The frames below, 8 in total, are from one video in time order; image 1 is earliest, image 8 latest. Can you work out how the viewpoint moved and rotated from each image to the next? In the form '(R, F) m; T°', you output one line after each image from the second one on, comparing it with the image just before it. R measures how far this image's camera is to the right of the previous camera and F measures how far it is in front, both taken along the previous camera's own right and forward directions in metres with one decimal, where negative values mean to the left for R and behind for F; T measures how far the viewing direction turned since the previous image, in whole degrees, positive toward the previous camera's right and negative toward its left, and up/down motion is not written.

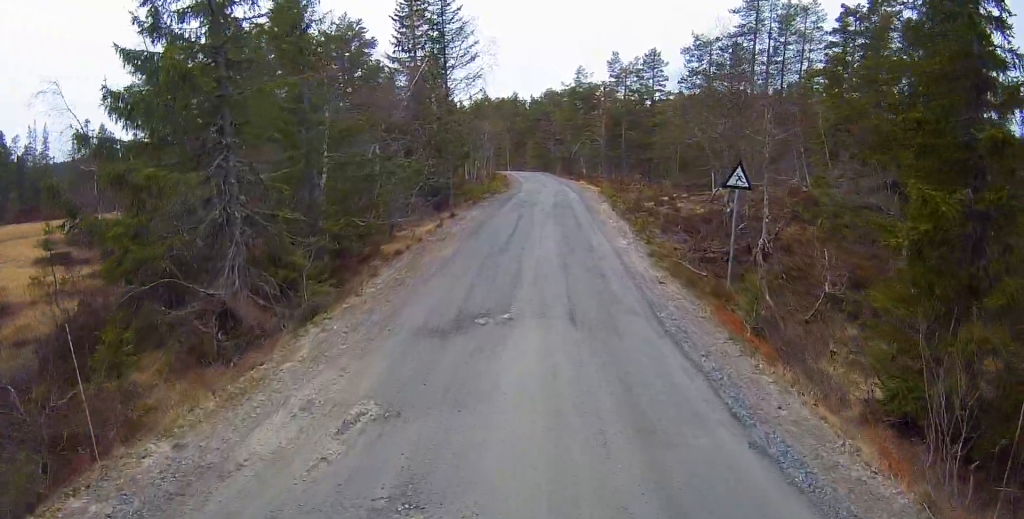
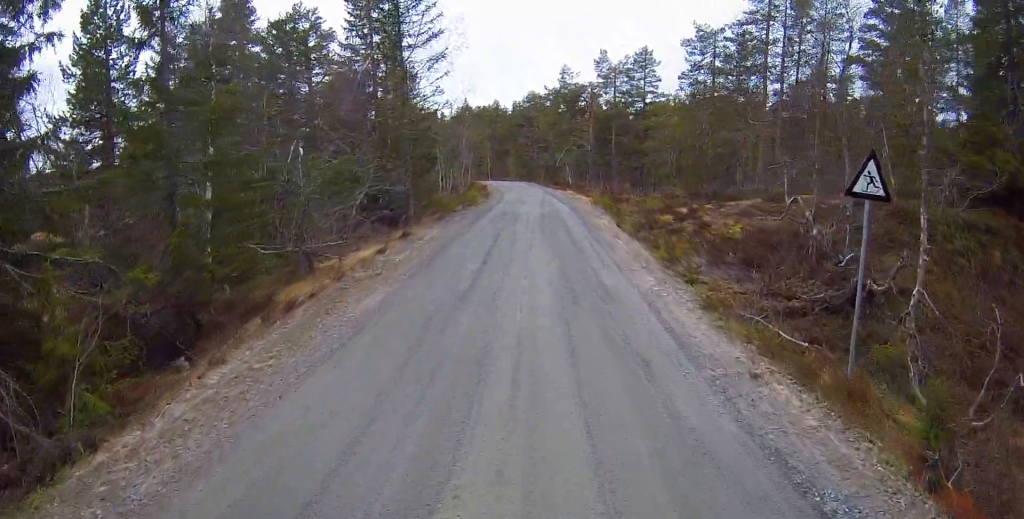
(0.0, +6.3) m; -1°
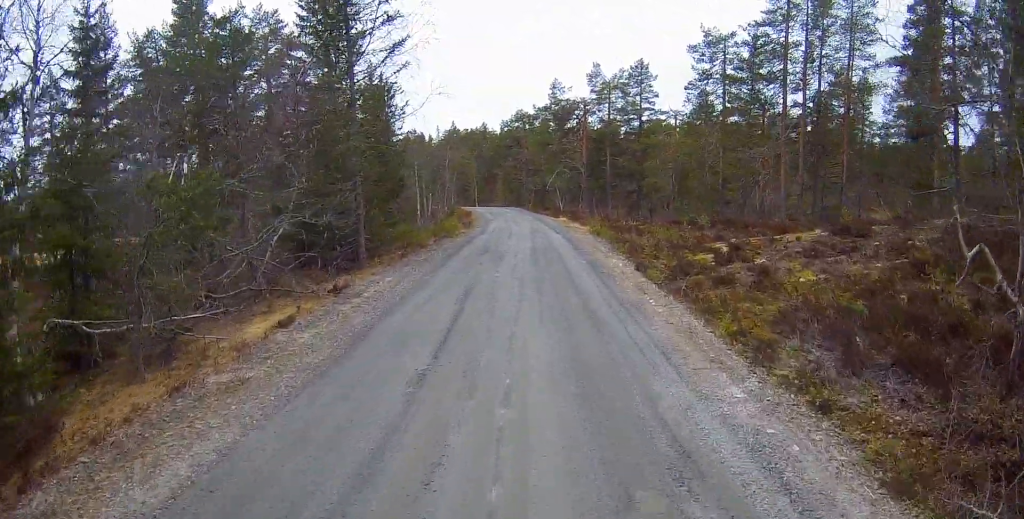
(-0.2, +5.9) m; +2°
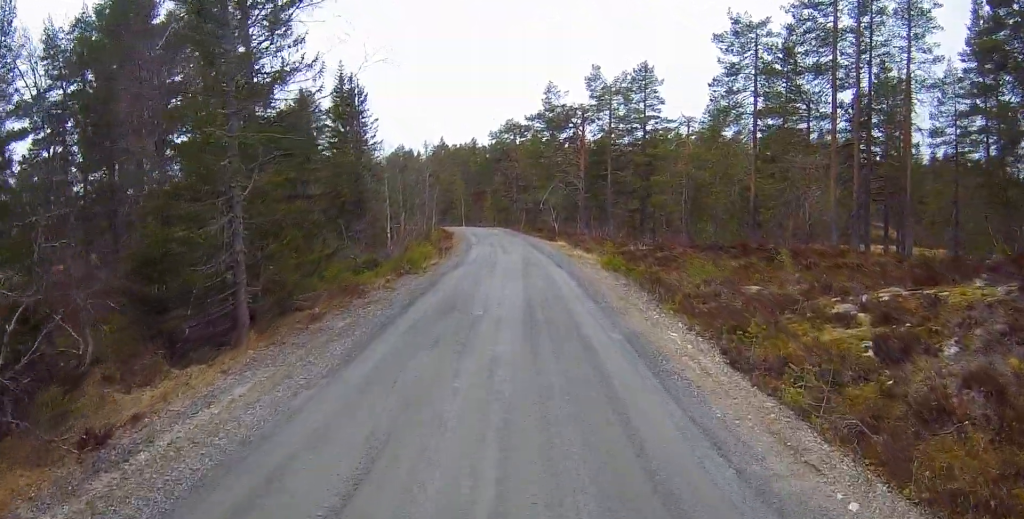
(+0.5, +7.7) m; +2°
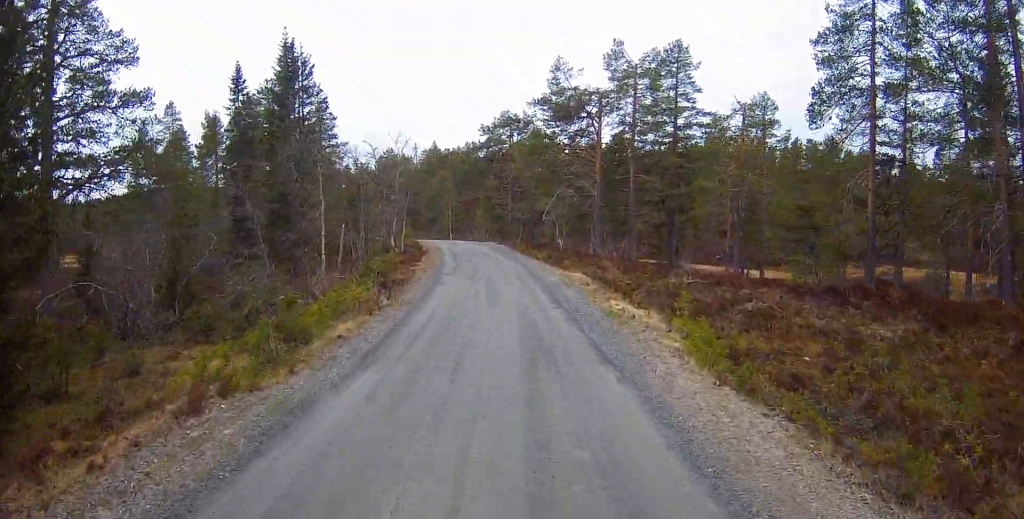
(-0.5, +12.7) m; -1°
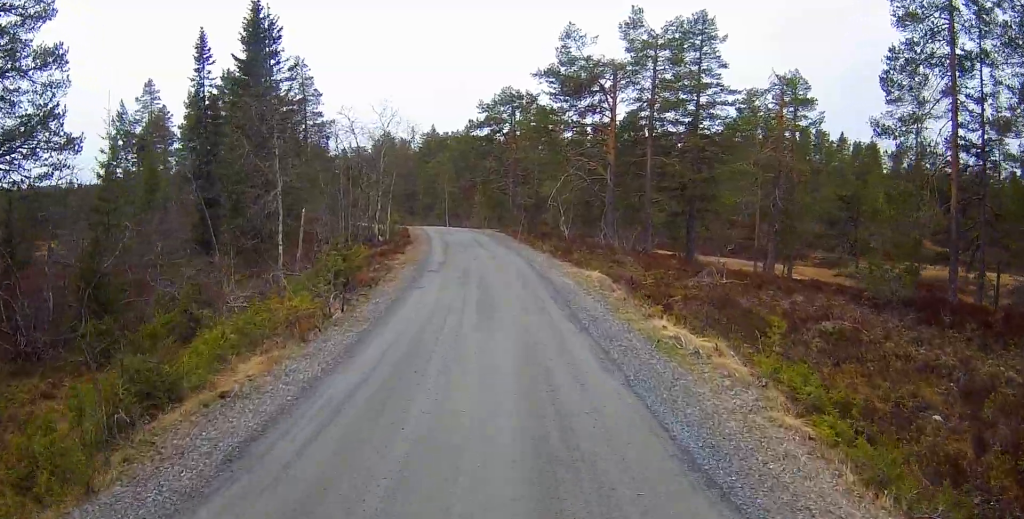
(0.0, +5.1) m; +2°
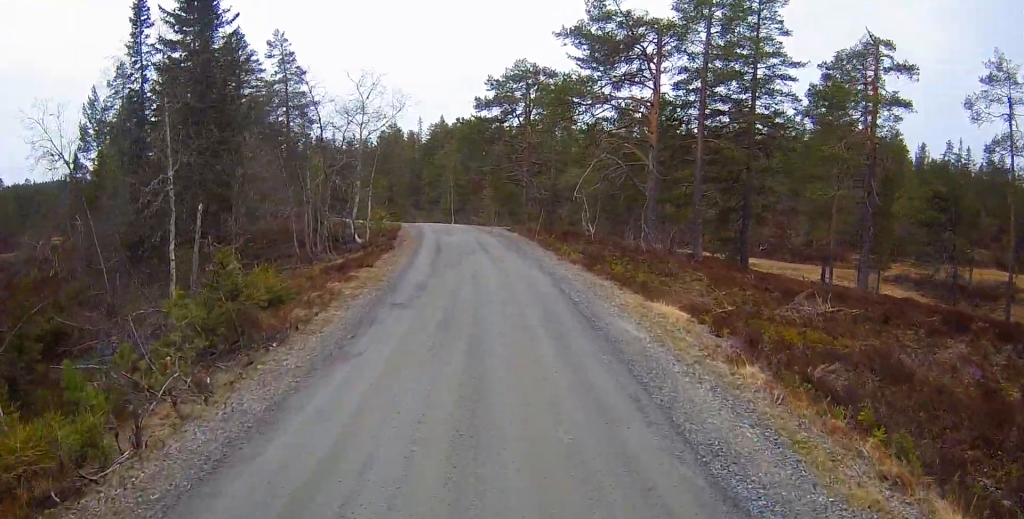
(+0.2, +8.5) m; -2°
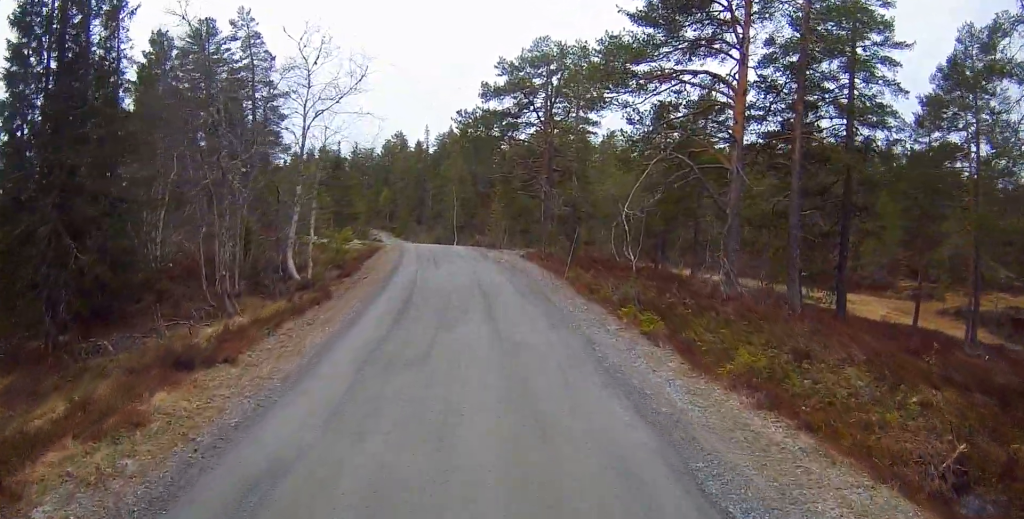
(-0.6, +10.4) m; -3°
